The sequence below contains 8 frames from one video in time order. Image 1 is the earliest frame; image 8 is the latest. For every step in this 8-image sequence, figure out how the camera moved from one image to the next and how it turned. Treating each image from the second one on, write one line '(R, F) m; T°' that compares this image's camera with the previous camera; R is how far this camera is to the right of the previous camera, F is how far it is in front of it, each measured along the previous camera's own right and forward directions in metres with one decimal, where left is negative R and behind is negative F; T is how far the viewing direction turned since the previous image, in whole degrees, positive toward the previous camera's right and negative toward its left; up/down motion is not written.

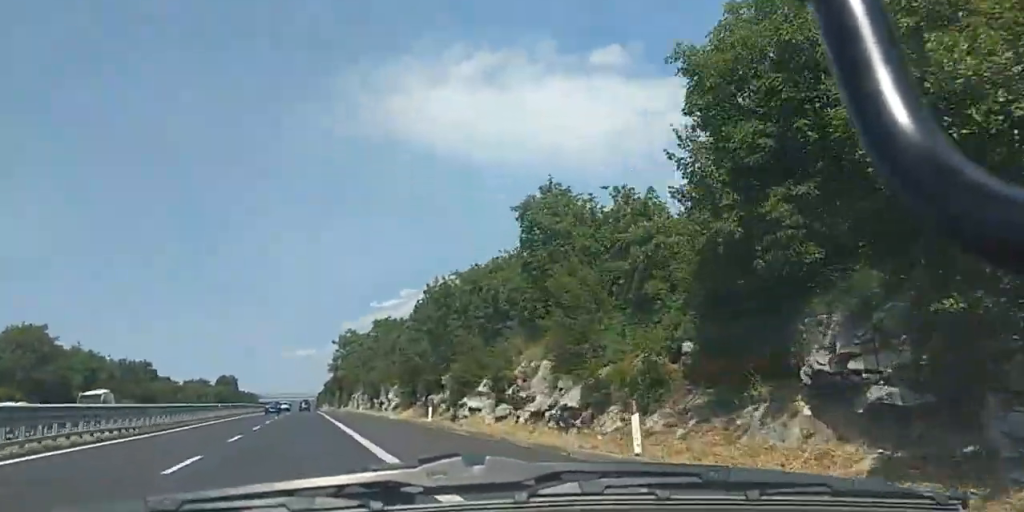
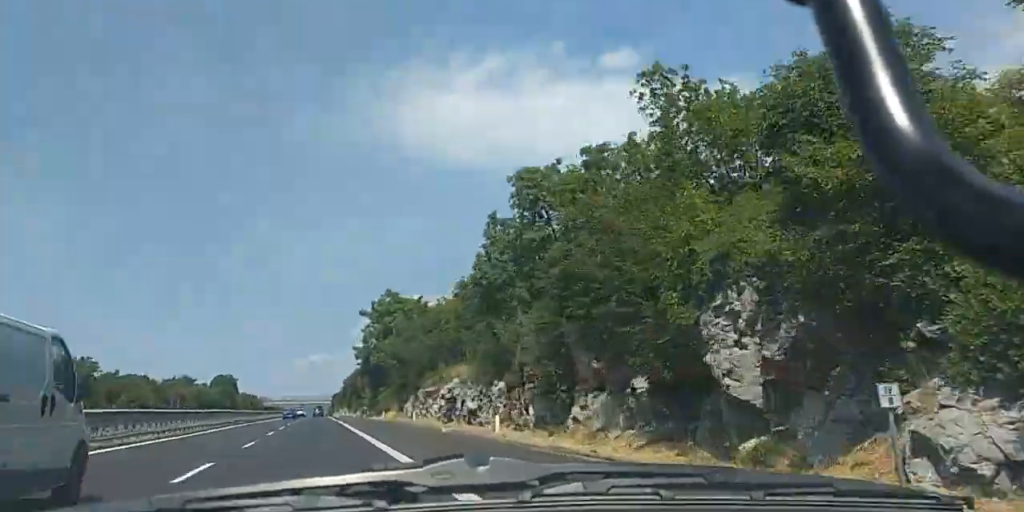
(-0.3, +61.6) m; -2°
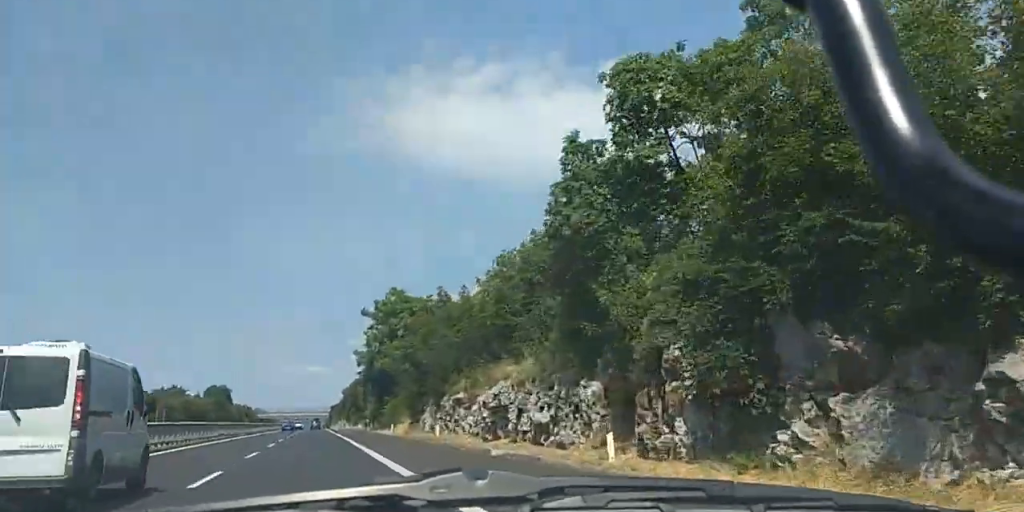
(-0.1, +10.7) m; 0°
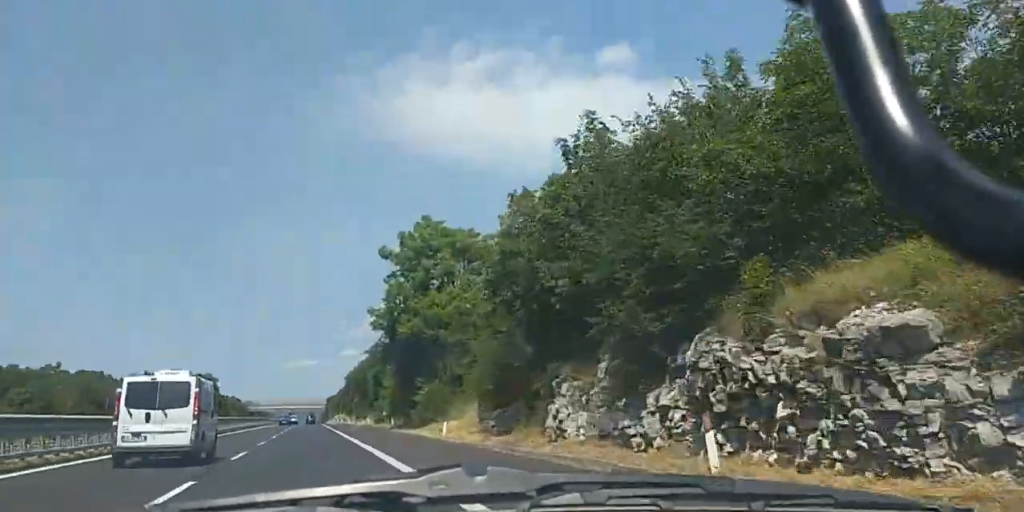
(-0.2, +28.7) m; 0°
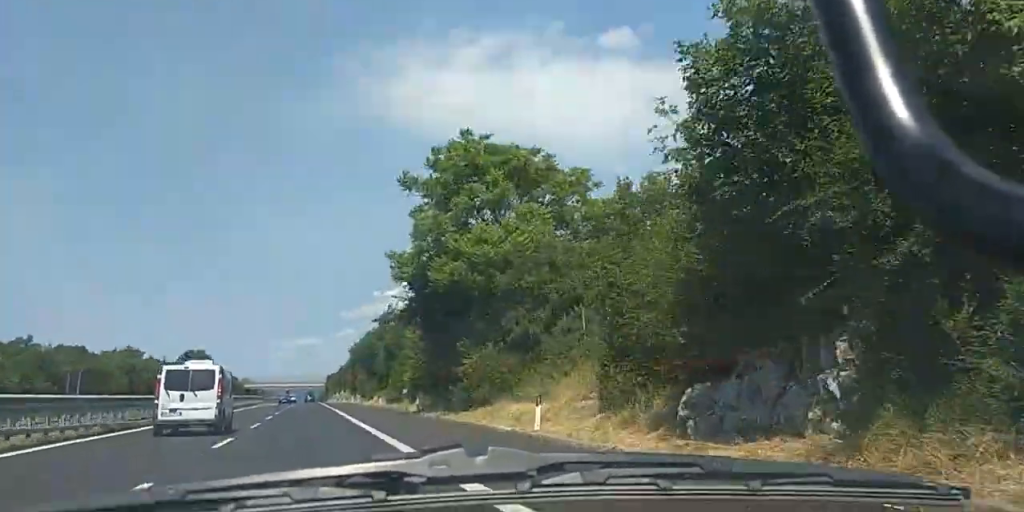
(+0.2, +16.2) m; +1°
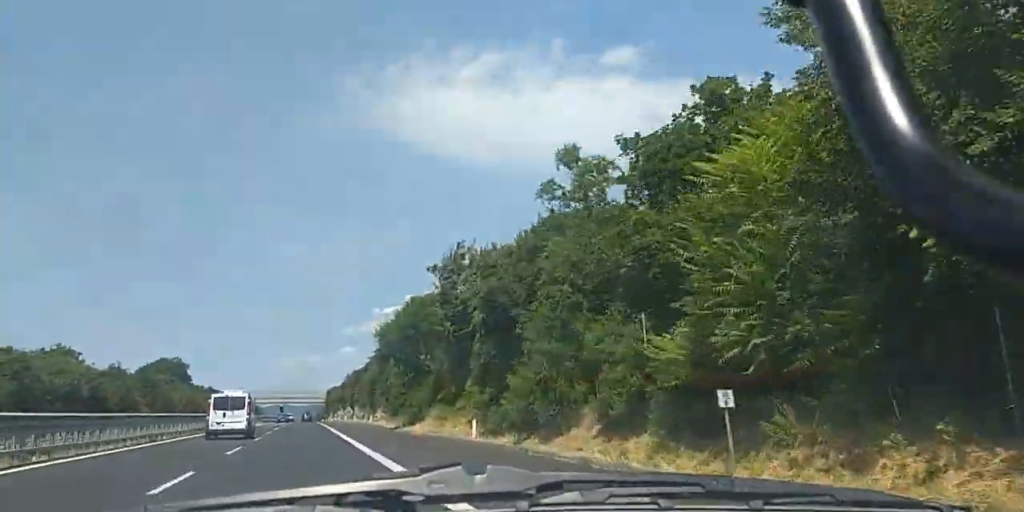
(+0.8, +41.8) m; +1°
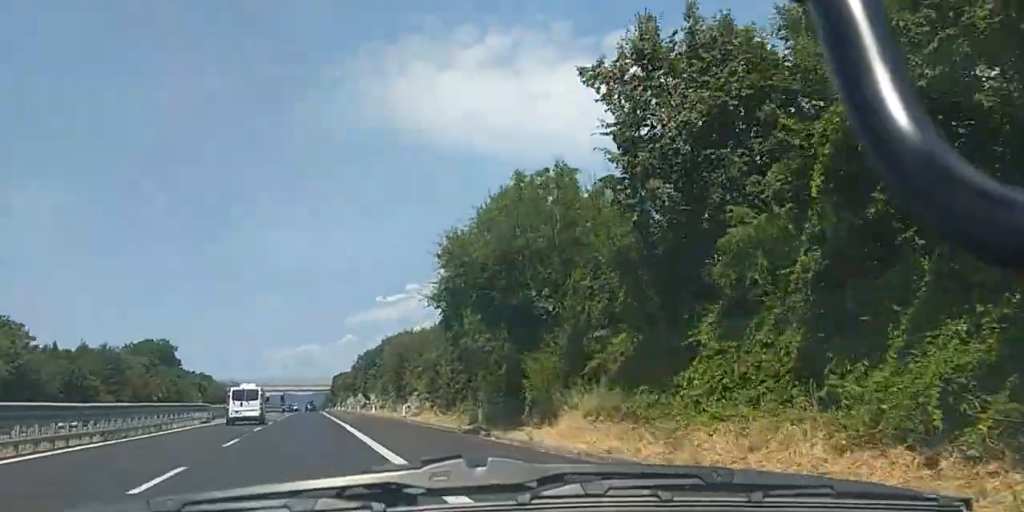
(-0.4, +25.5) m; -1°
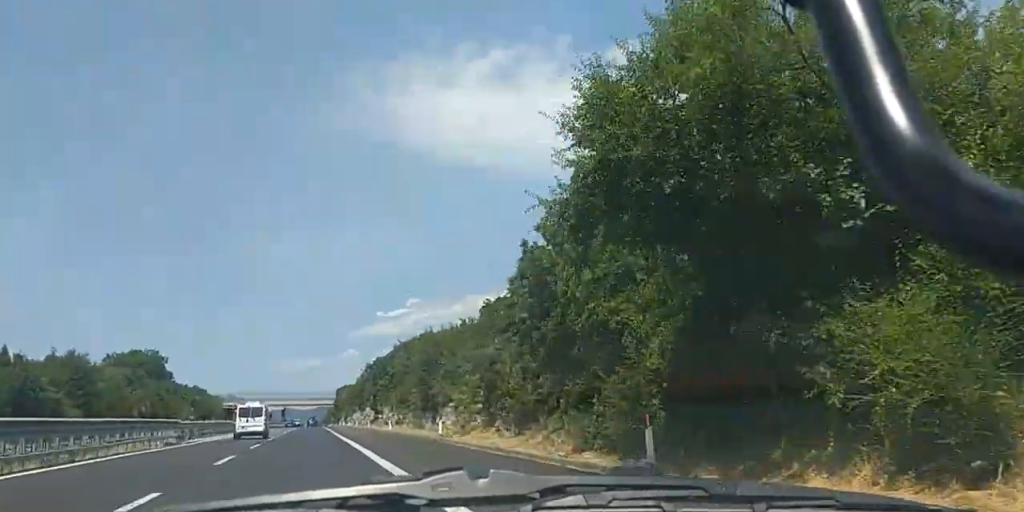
(-0.4, +14.6) m; -1°
